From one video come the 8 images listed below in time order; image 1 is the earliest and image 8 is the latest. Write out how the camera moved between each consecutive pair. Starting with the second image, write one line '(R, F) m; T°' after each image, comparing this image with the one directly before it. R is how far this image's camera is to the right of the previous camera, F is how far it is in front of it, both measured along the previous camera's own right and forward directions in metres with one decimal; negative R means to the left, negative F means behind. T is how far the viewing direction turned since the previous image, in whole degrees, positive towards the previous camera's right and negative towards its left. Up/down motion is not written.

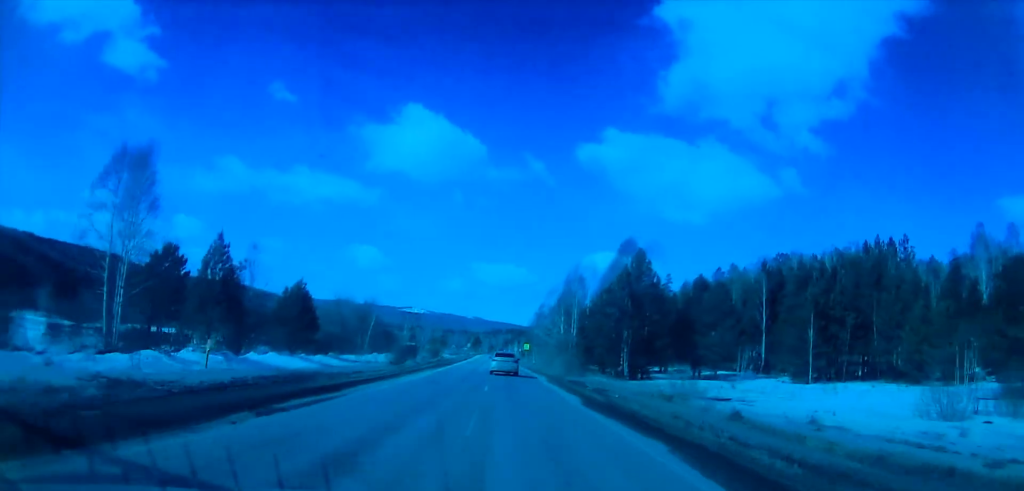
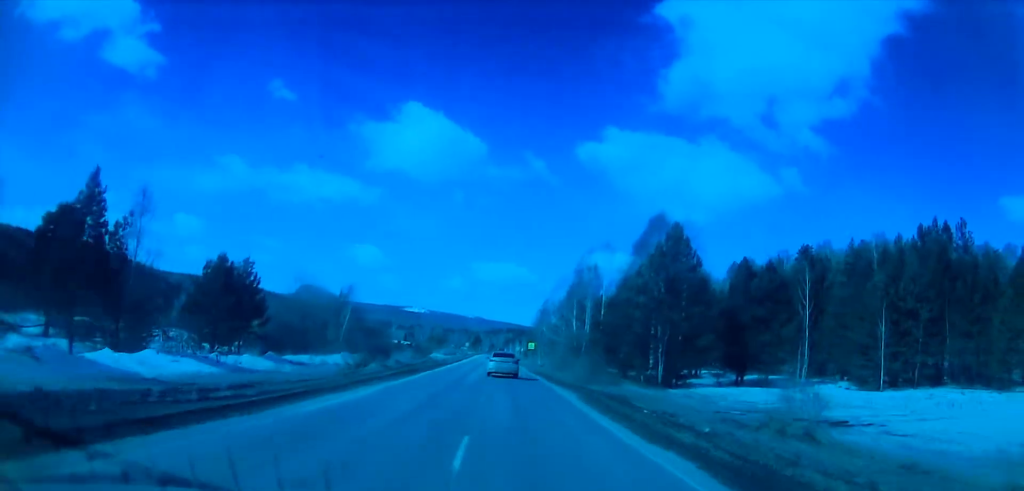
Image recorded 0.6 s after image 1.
(0.0, +15.8) m; 0°
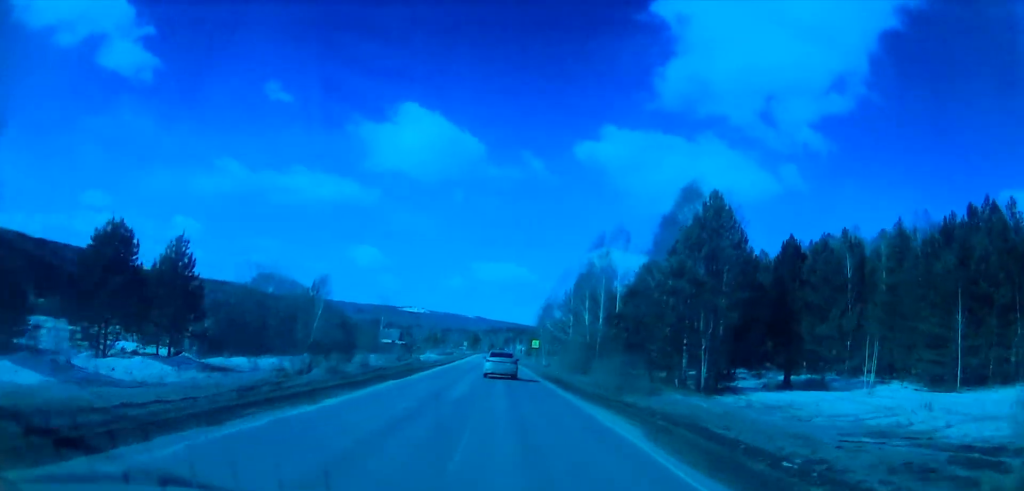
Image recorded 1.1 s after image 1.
(0.0, +12.4) m; 0°
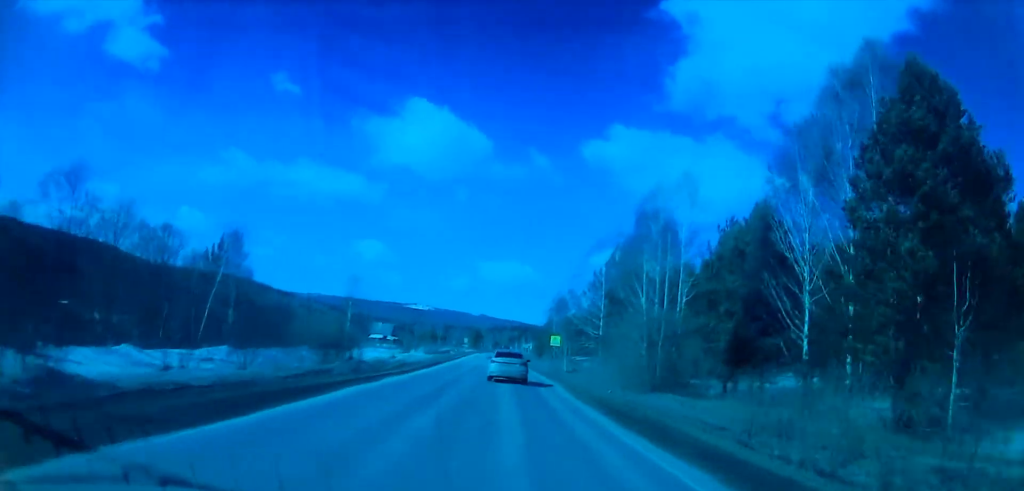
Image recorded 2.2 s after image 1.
(0.0, +26.8) m; -1°
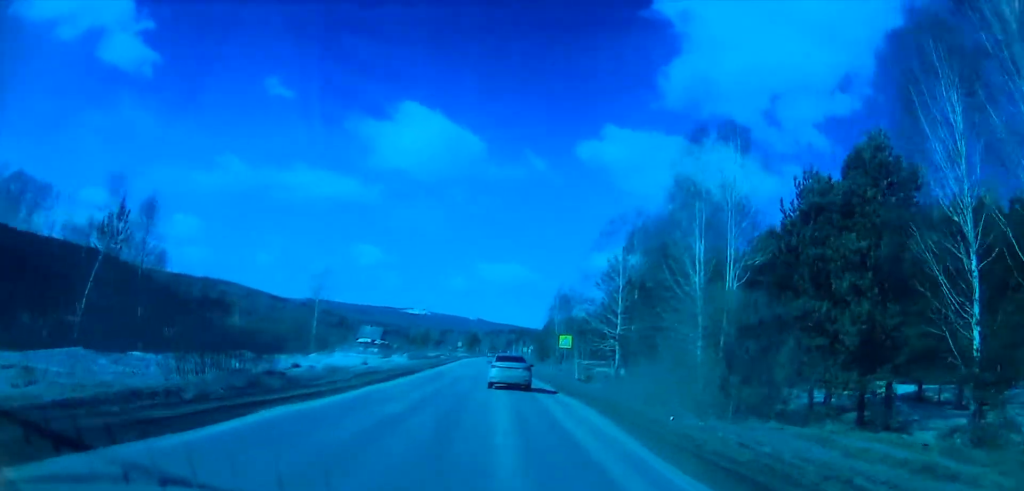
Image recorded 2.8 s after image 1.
(-0.2, +13.5) m; -1°
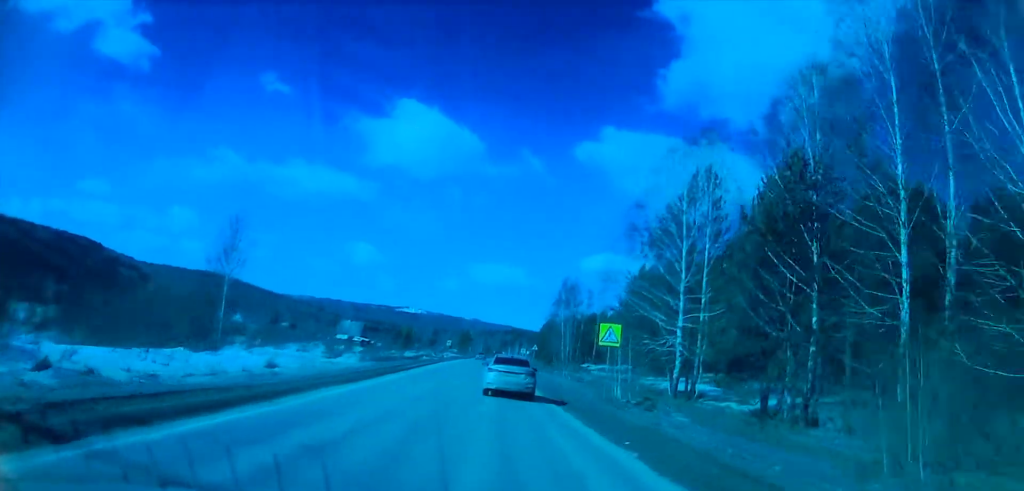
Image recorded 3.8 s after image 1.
(-0.4, +22.6) m; 0°
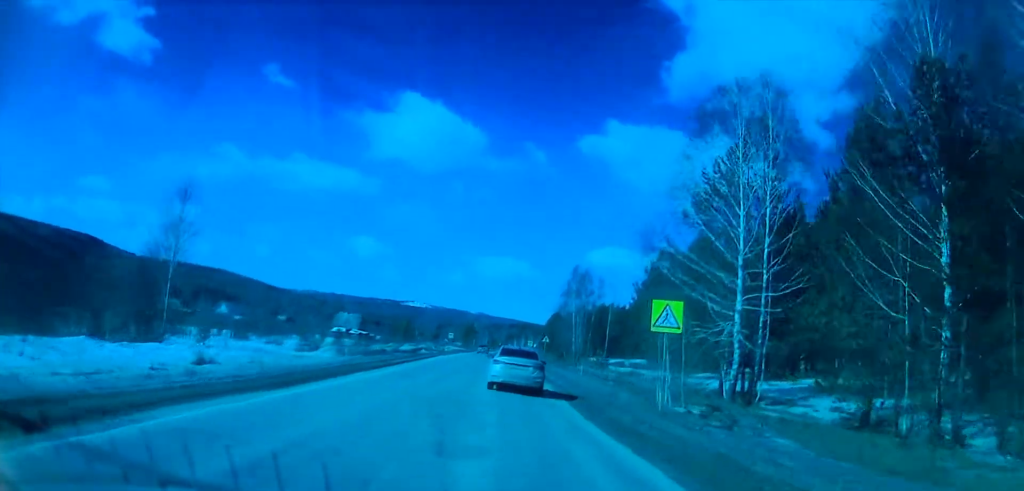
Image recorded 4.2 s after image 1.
(-0.1, +9.2) m; +1°
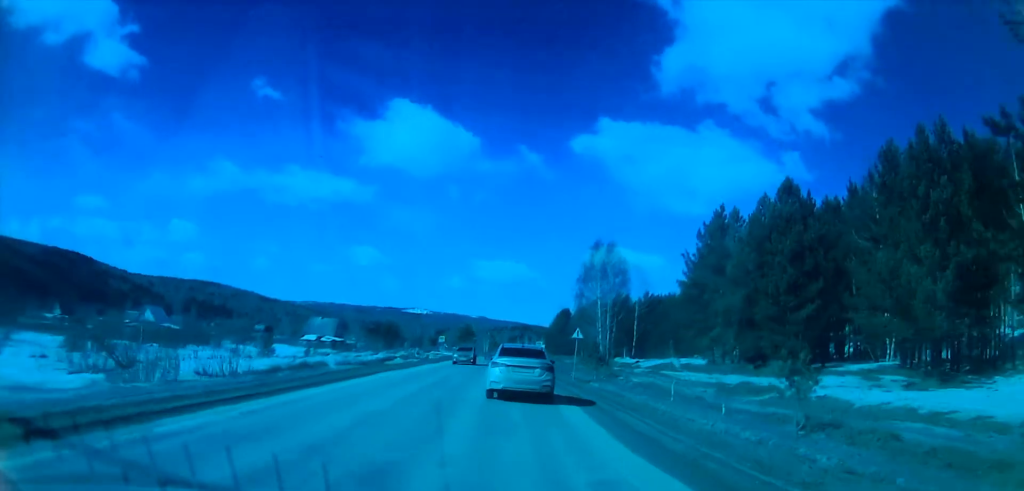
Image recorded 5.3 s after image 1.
(+0.9, +26.1) m; +1°
